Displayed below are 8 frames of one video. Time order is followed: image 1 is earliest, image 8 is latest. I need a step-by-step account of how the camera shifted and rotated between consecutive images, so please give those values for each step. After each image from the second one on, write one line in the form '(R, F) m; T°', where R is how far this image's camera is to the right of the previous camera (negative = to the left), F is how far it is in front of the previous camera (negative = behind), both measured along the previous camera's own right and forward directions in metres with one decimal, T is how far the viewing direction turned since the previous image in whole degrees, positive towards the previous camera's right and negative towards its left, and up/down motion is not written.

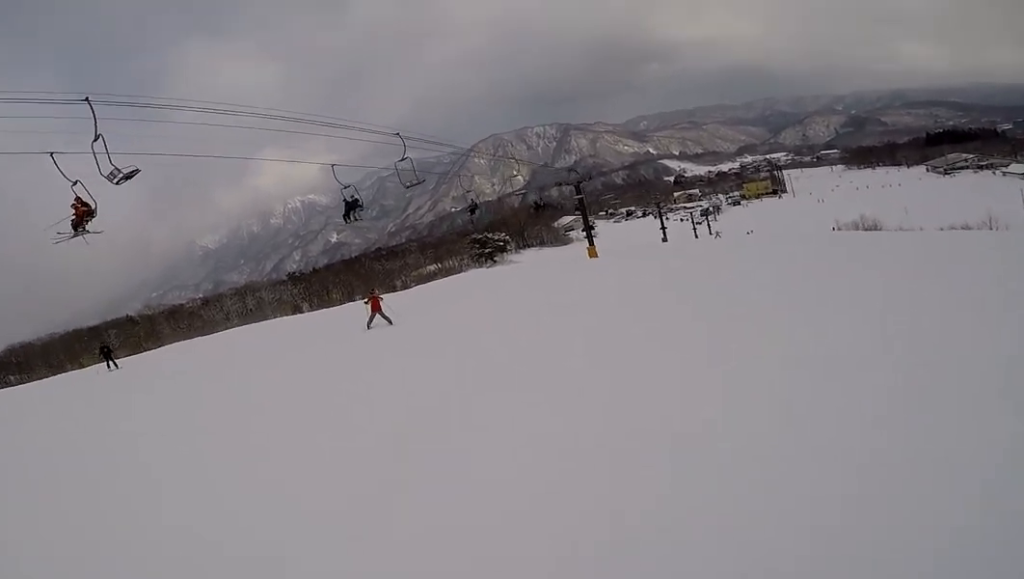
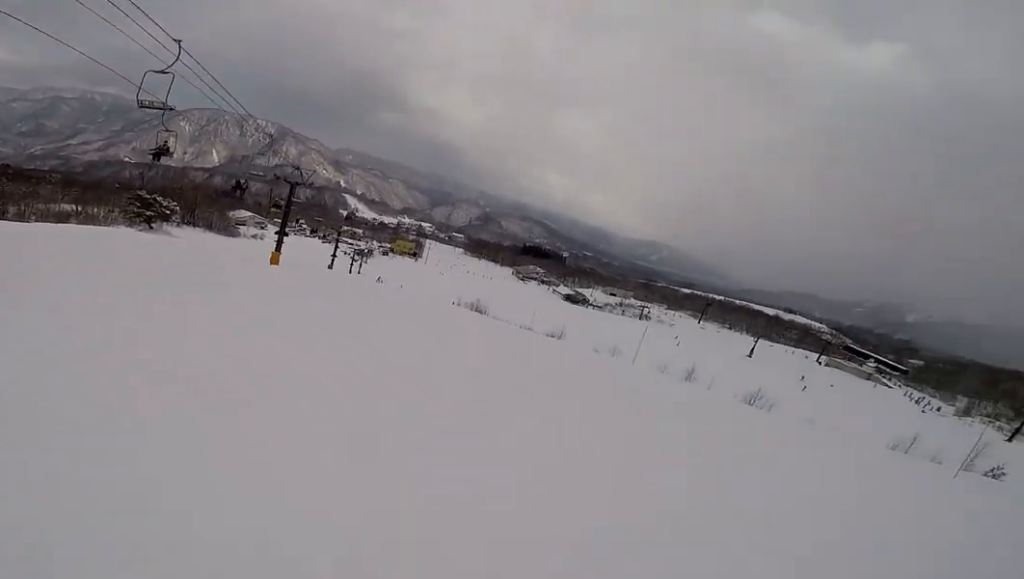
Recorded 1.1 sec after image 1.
(+1.1, +5.9) m; +23°
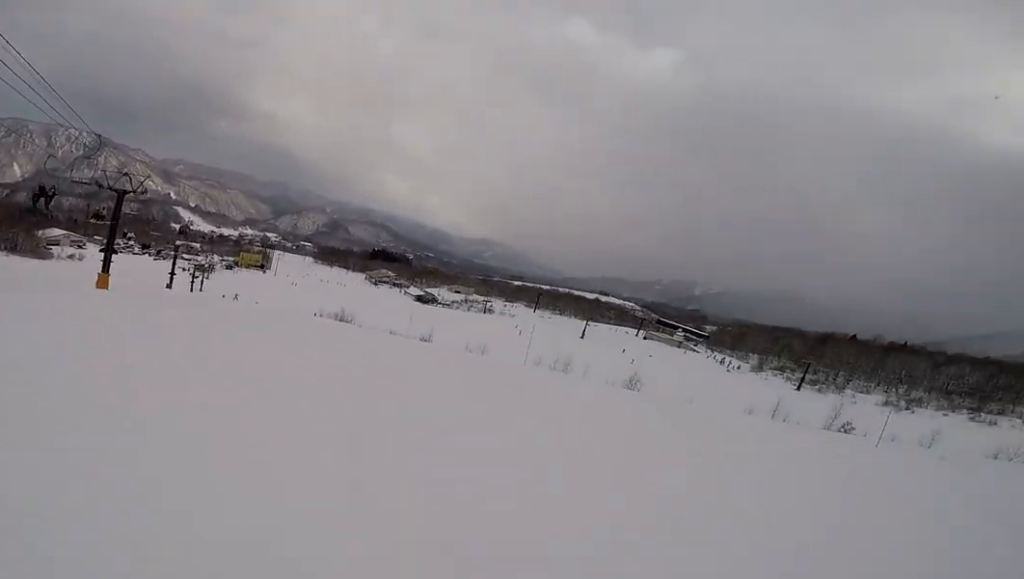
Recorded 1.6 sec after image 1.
(+0.3, +3.1) m; +13°
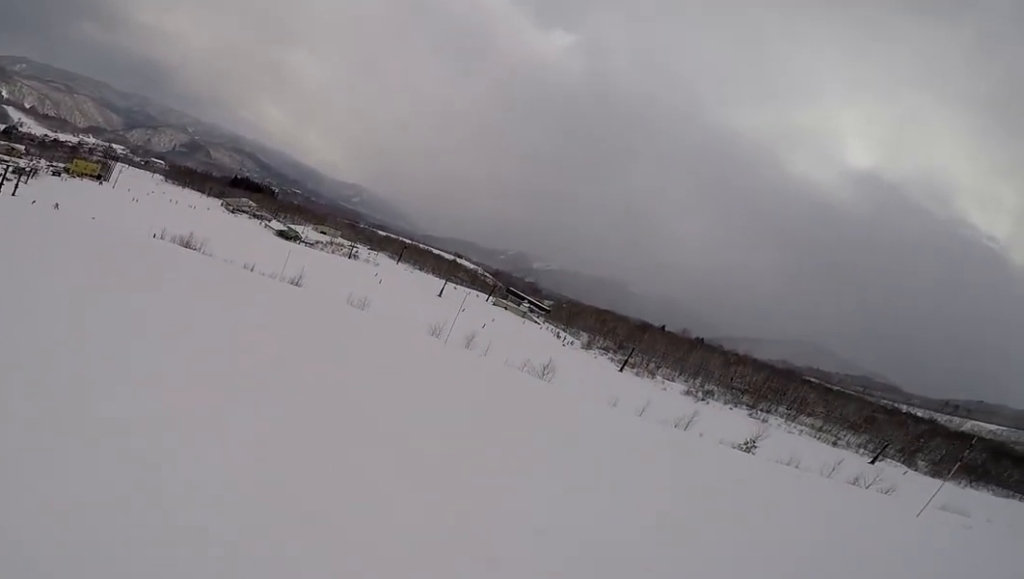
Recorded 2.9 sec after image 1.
(+1.9, +7.6) m; +27°
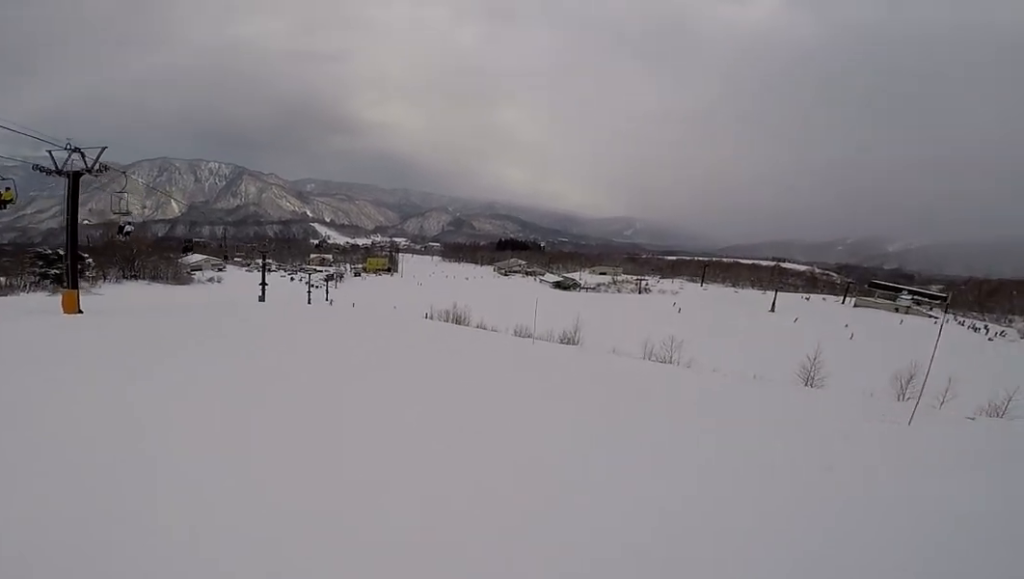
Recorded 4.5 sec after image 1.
(+1.5, +9.6) m; -11°
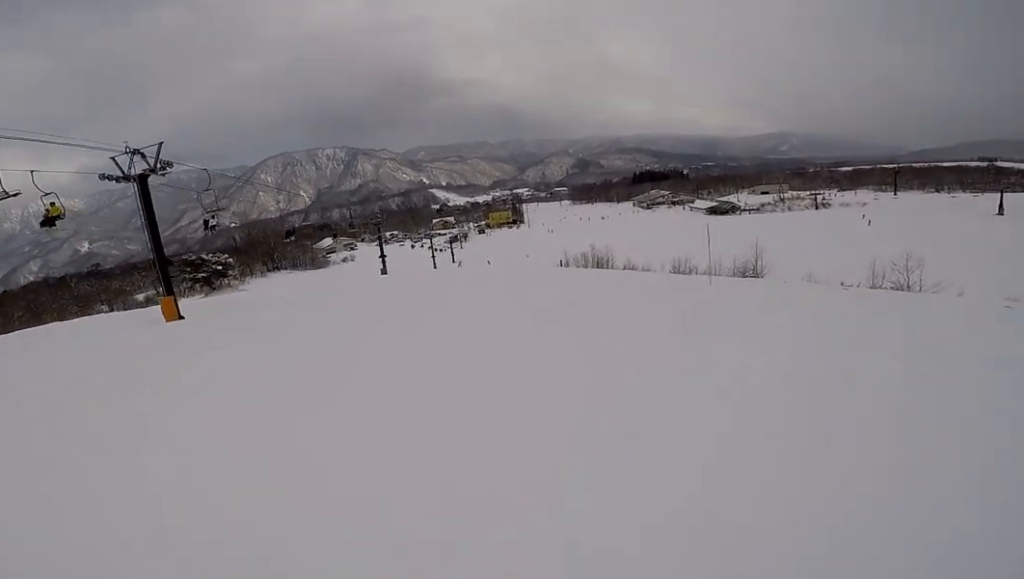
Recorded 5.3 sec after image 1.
(-1.1, +3.8) m; -22°
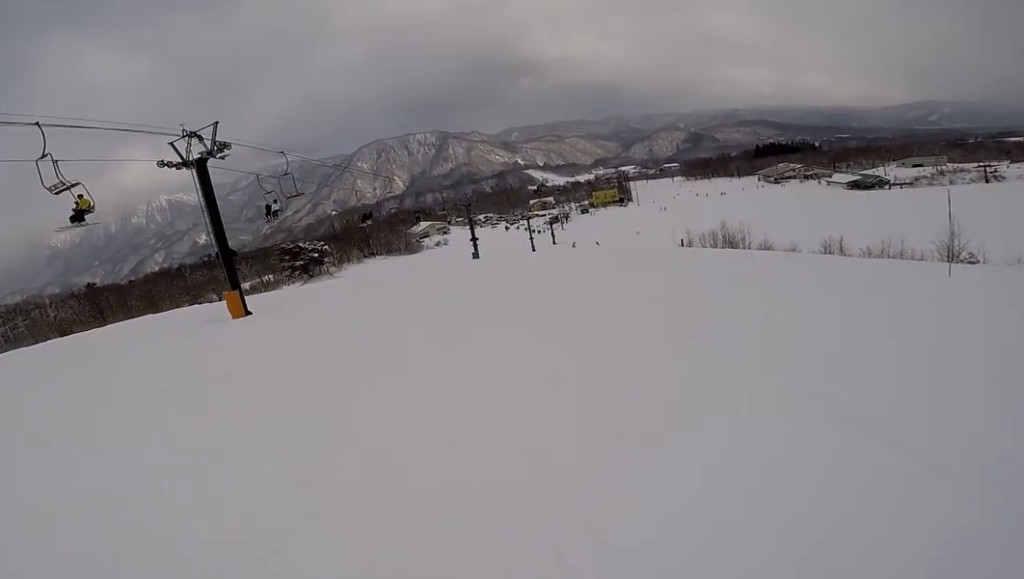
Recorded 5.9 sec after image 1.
(-0.9, +3.6) m; -18°
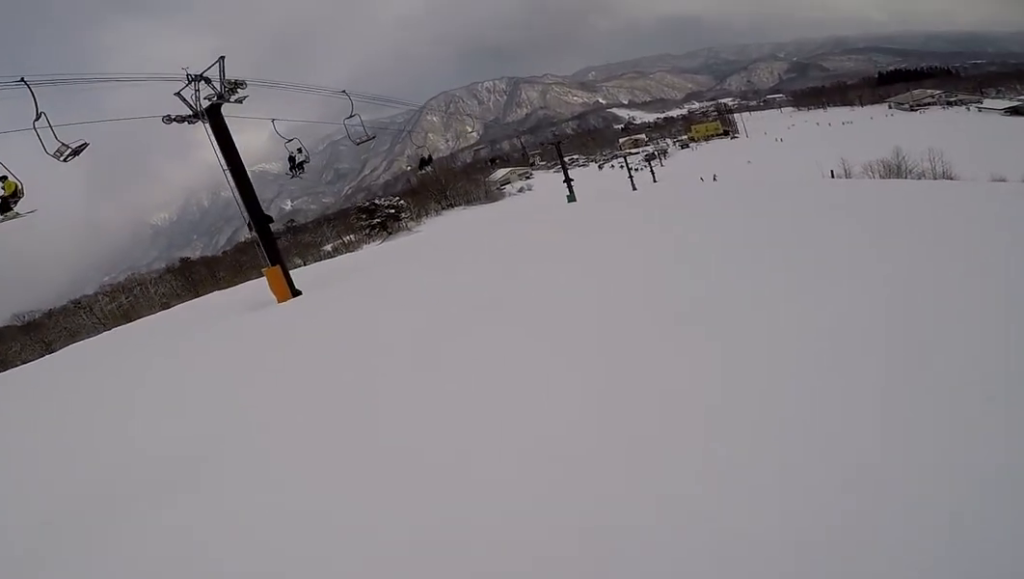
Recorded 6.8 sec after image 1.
(-0.1, +5.8) m; -16°
